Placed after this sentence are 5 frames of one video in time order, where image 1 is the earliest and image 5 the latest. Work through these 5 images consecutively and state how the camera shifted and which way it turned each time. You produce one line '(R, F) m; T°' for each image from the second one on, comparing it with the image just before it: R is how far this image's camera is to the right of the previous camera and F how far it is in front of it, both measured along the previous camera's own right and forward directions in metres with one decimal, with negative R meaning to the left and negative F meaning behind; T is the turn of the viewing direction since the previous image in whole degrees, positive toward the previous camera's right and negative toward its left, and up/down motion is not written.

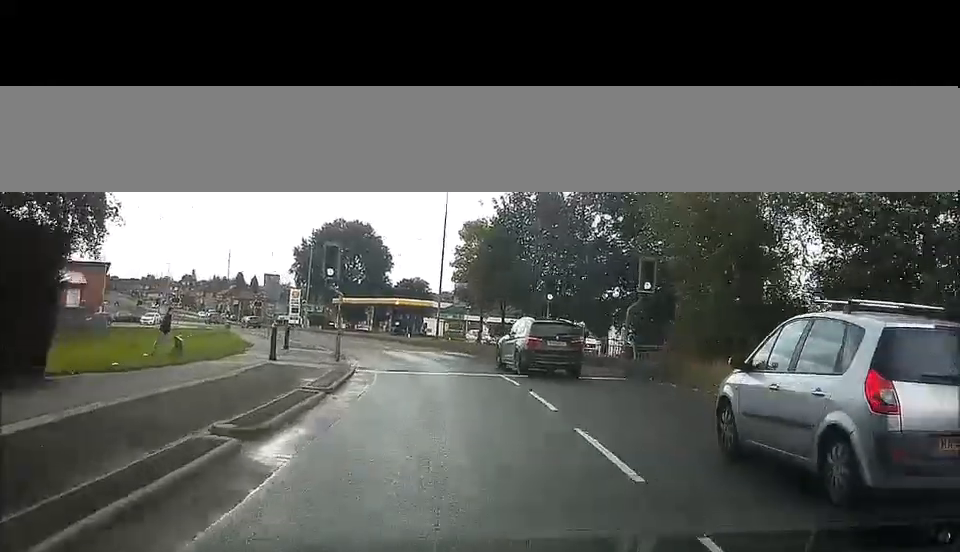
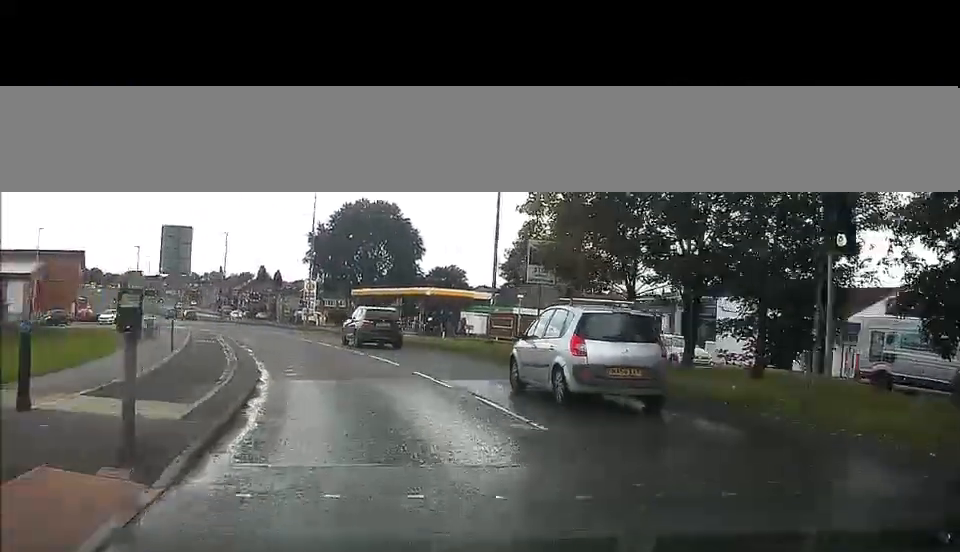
(+2.2, +21.9) m; +4°
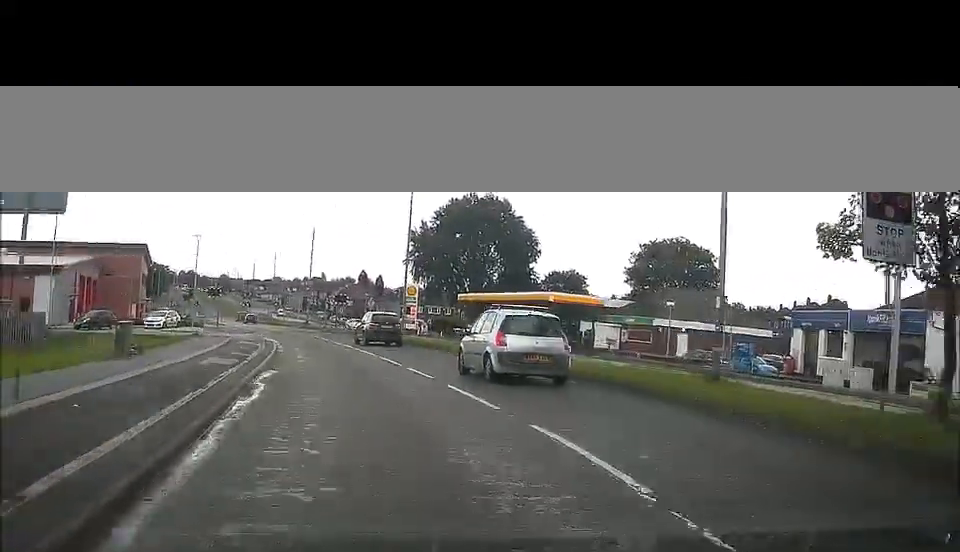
(-0.9, +14.7) m; -7°
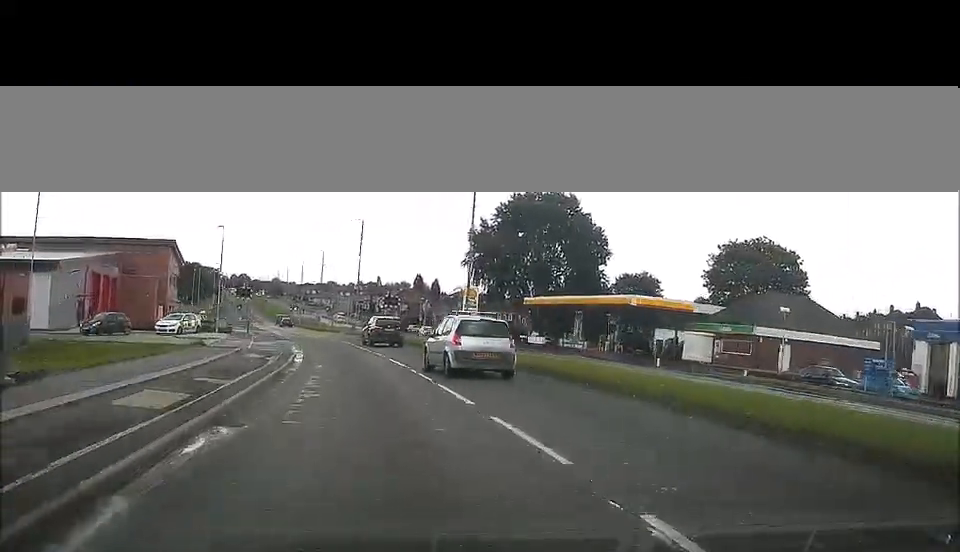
(-0.6, +10.1) m; -3°
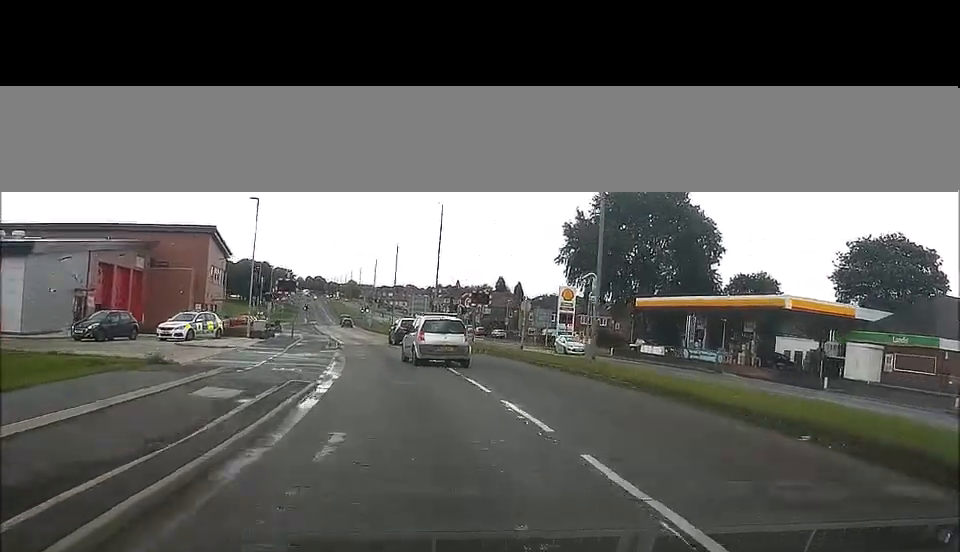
(-0.3, +15.2) m; -4°
